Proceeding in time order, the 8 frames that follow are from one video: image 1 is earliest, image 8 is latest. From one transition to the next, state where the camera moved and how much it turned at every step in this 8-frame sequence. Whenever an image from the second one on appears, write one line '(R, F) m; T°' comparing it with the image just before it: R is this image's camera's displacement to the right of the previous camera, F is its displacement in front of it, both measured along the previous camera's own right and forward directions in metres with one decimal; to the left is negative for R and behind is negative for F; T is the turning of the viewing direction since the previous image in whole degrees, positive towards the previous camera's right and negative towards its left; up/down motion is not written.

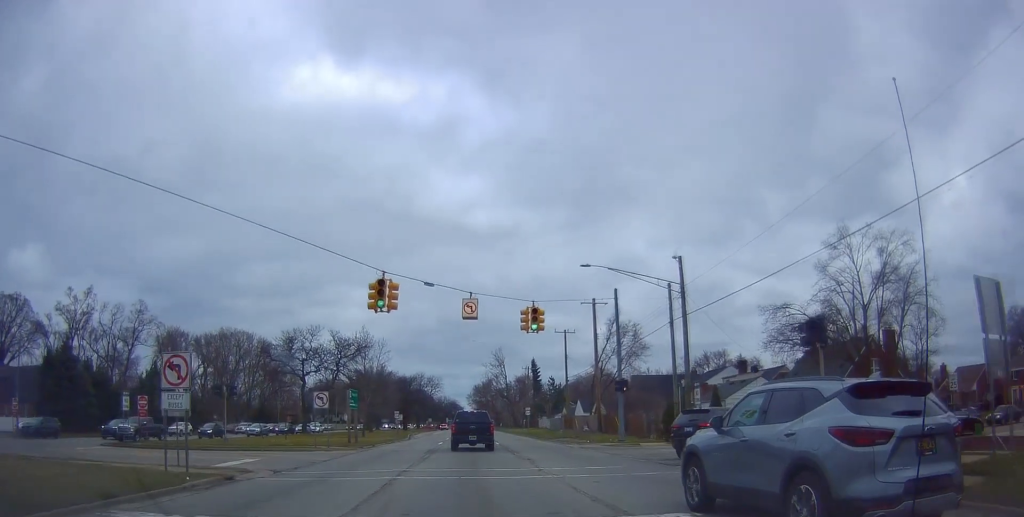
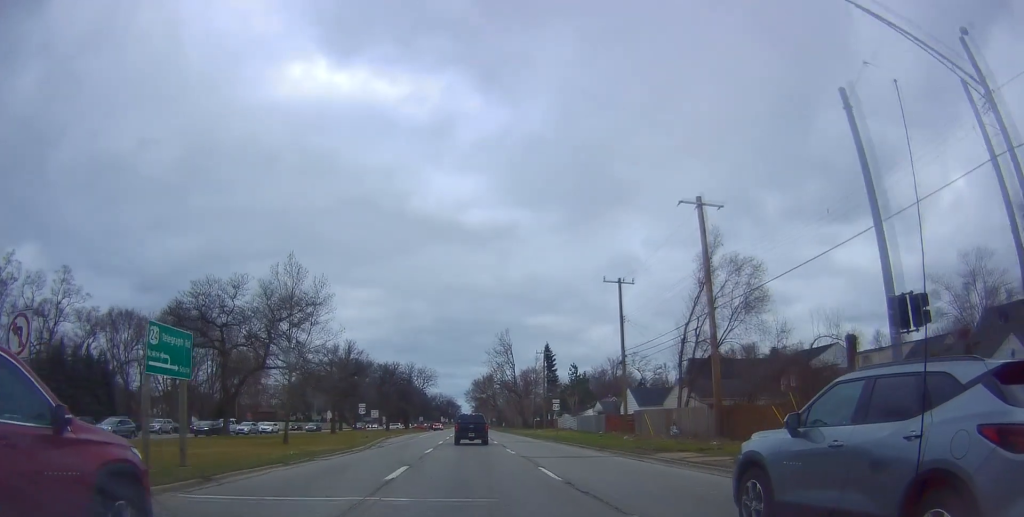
(-1.0, +24.1) m; -2°
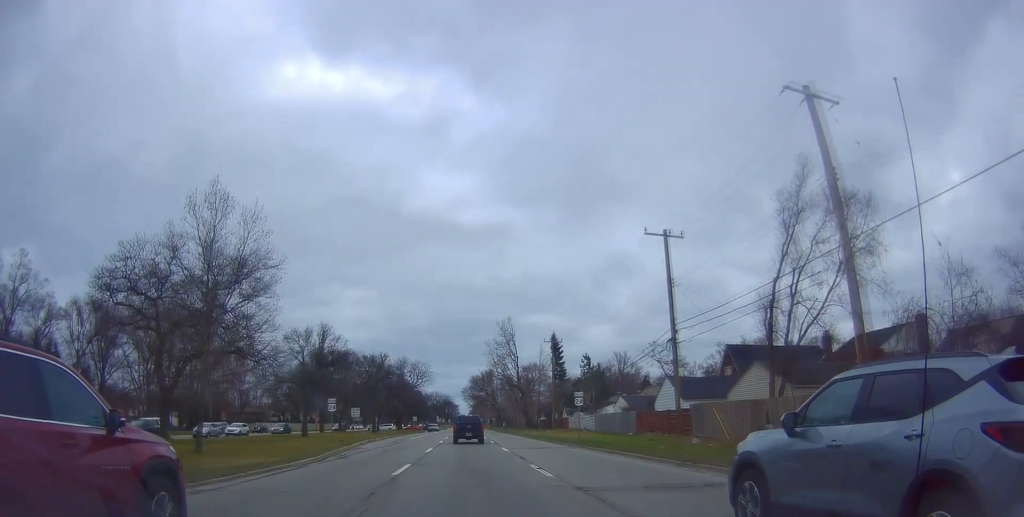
(+0.2, +10.5) m; +1°
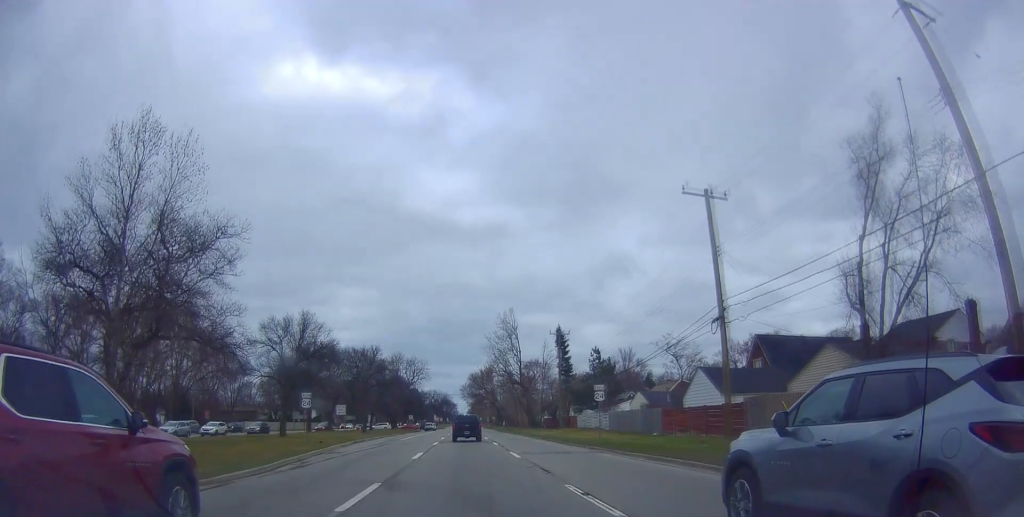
(-0.2, +6.1) m; +1°
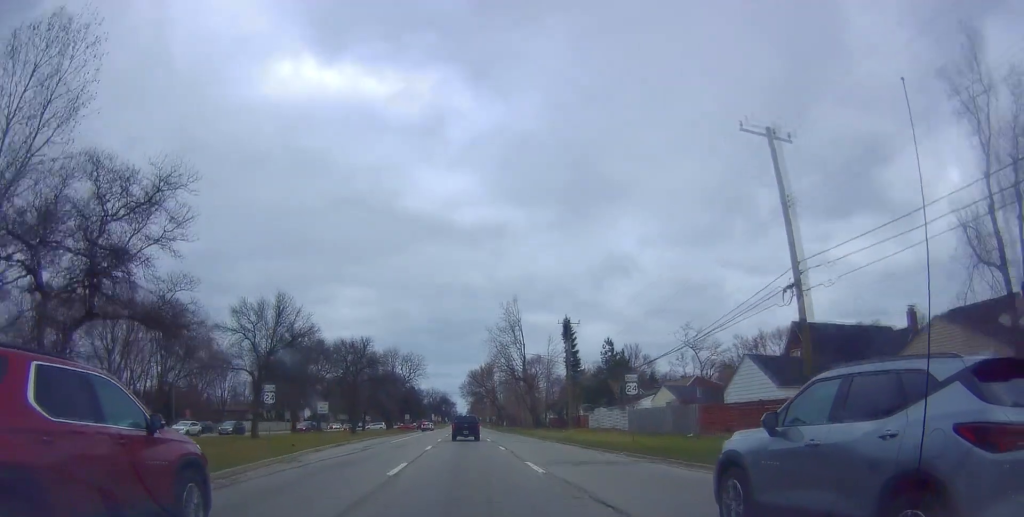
(-0.1, +6.3) m; +1°
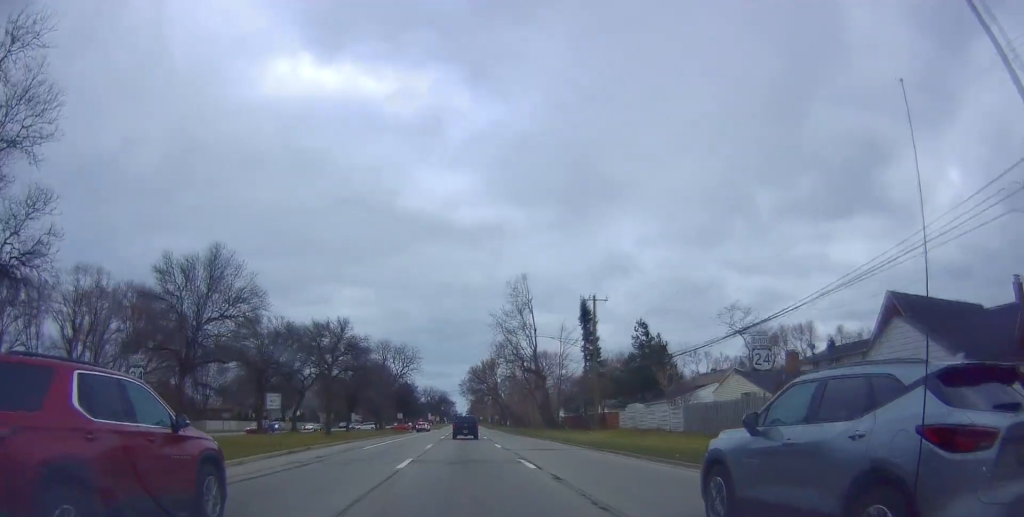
(+0.6, +11.8) m; +3°
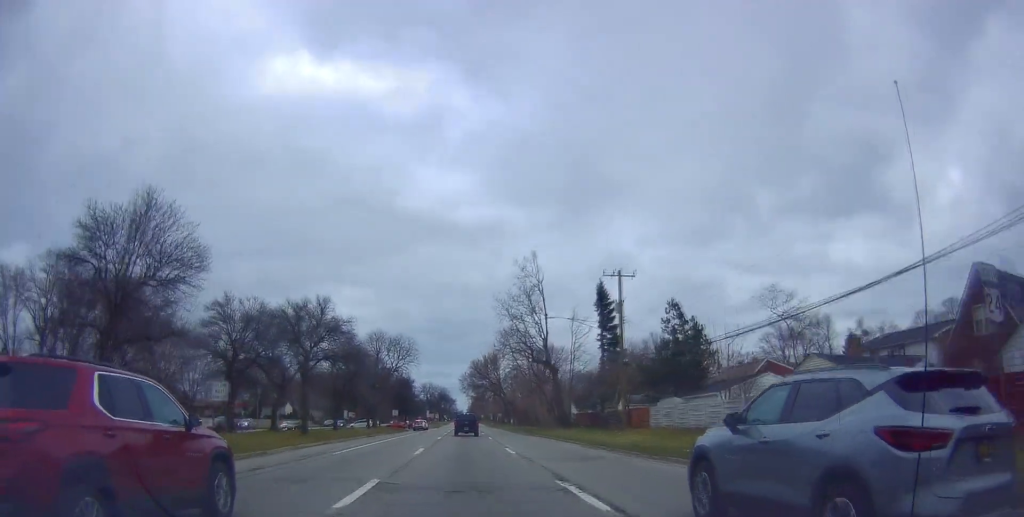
(0.0, +8.1) m; 0°
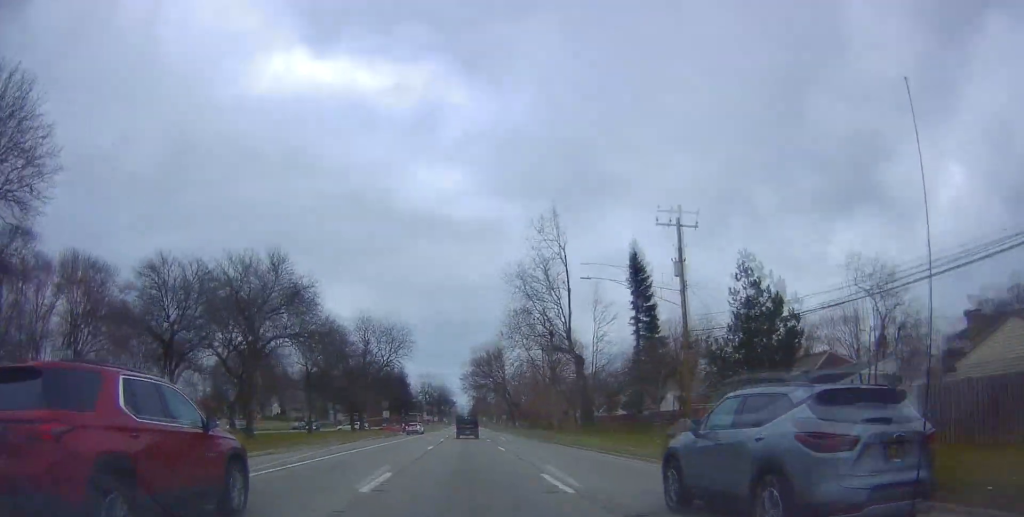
(0.0, +11.9) m; -1°
